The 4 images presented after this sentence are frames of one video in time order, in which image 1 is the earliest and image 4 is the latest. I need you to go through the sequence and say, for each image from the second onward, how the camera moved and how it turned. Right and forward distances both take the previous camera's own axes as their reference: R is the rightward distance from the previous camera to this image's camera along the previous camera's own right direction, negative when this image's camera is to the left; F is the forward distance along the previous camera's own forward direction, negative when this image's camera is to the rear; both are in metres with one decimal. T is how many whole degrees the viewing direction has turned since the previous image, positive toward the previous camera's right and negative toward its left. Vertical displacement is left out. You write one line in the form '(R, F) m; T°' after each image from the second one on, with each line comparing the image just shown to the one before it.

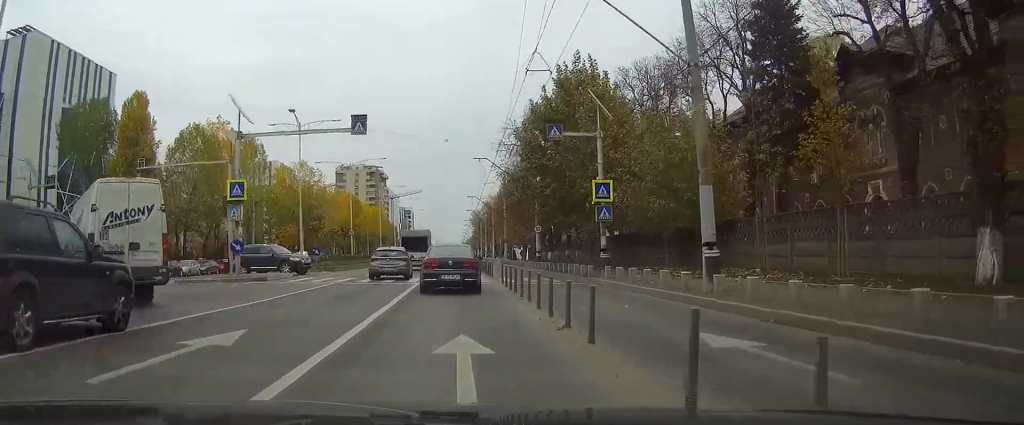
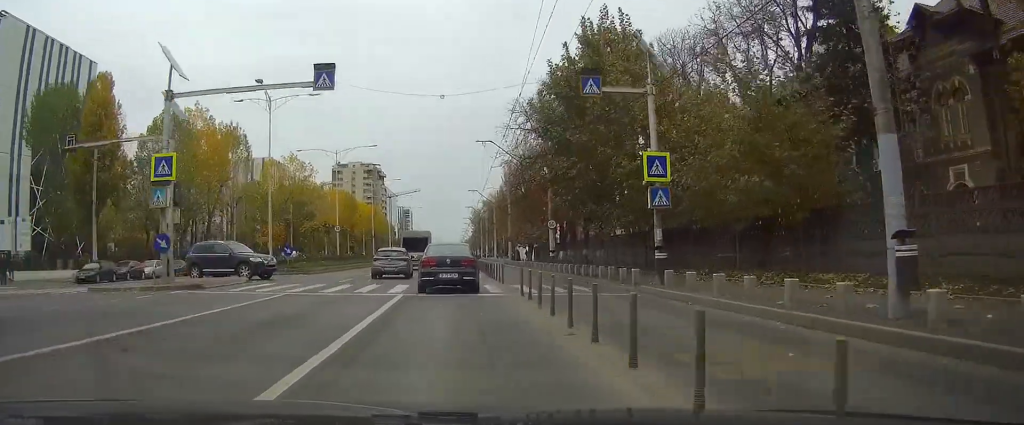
(-0.1, +8.1) m; 0°
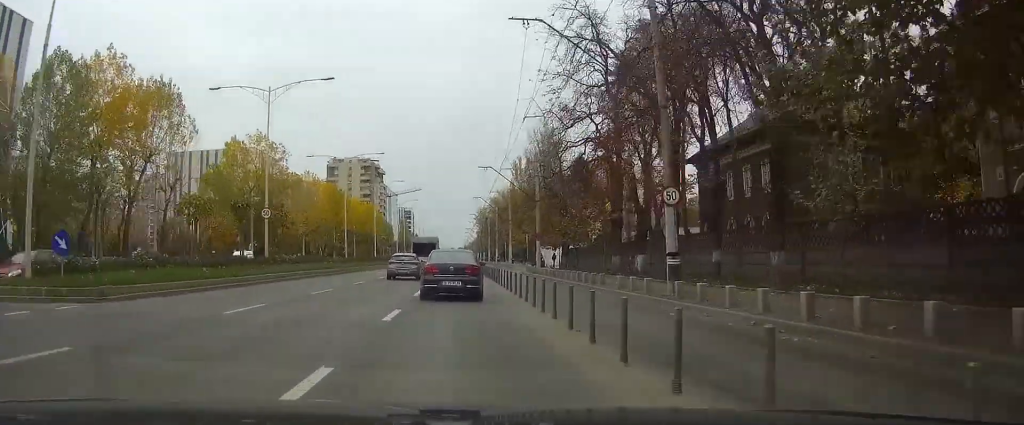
(0.0, +24.7) m; 0°
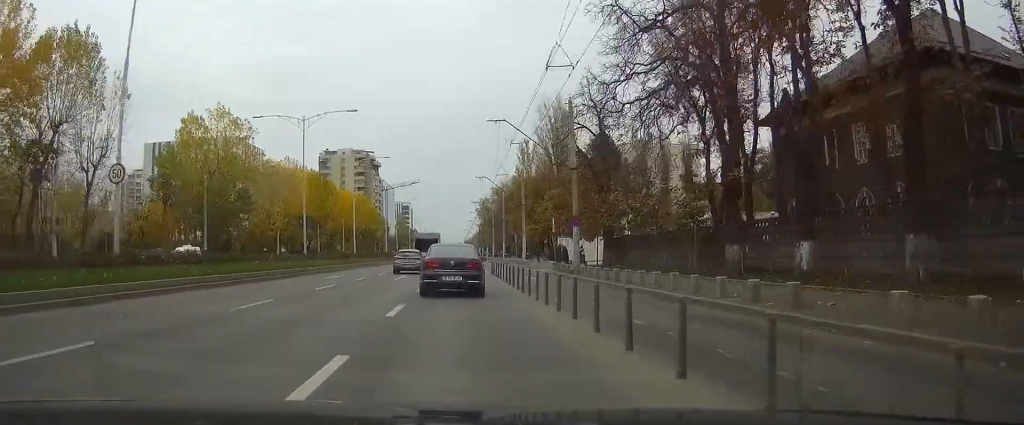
(-0.1, +17.4) m; 0°
